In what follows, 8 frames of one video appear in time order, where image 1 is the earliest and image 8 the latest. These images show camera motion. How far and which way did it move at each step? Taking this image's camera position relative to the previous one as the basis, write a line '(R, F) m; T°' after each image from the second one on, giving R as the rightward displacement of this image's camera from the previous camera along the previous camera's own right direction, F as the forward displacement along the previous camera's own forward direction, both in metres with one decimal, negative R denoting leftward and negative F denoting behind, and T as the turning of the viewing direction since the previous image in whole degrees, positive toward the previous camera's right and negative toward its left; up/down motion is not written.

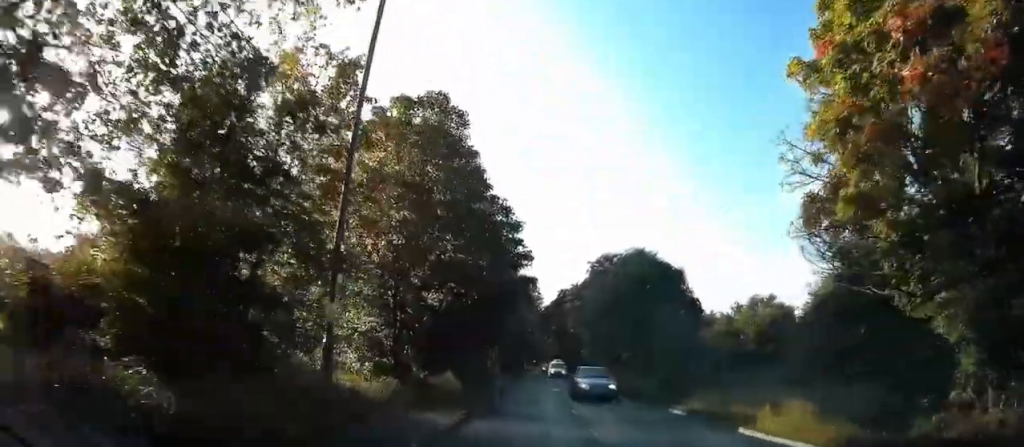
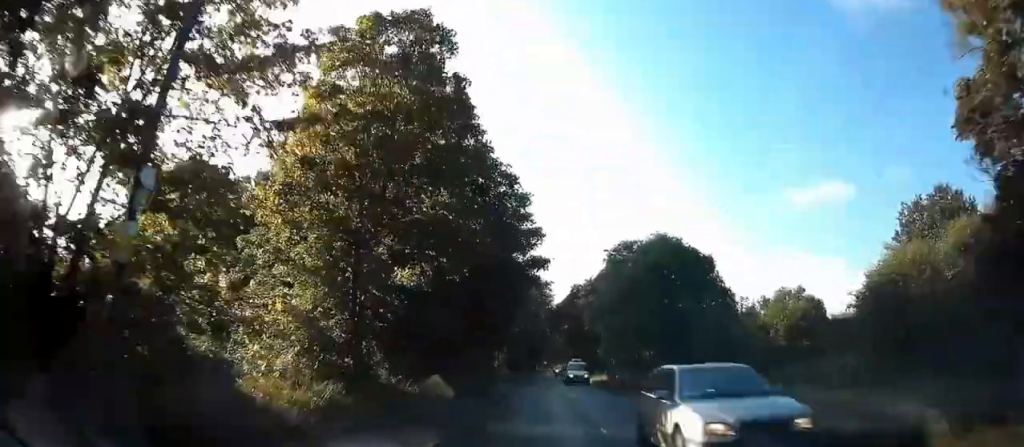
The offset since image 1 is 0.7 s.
(-0.2, +5.1) m; -2°
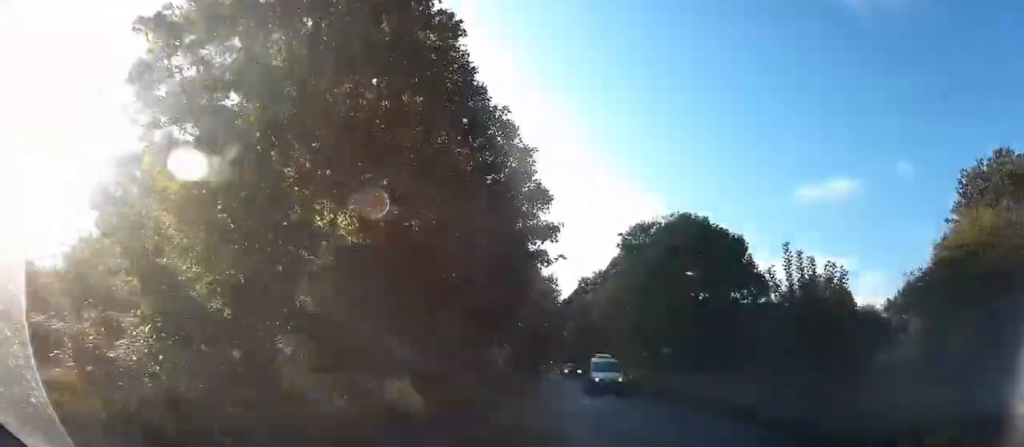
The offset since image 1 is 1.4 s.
(0.0, +5.3) m; 0°
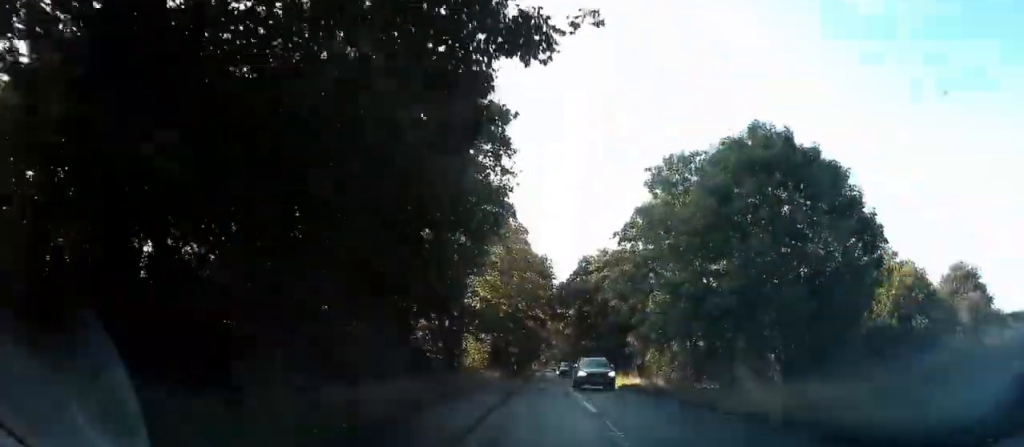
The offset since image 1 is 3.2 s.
(-0.1, +13.2) m; -1°
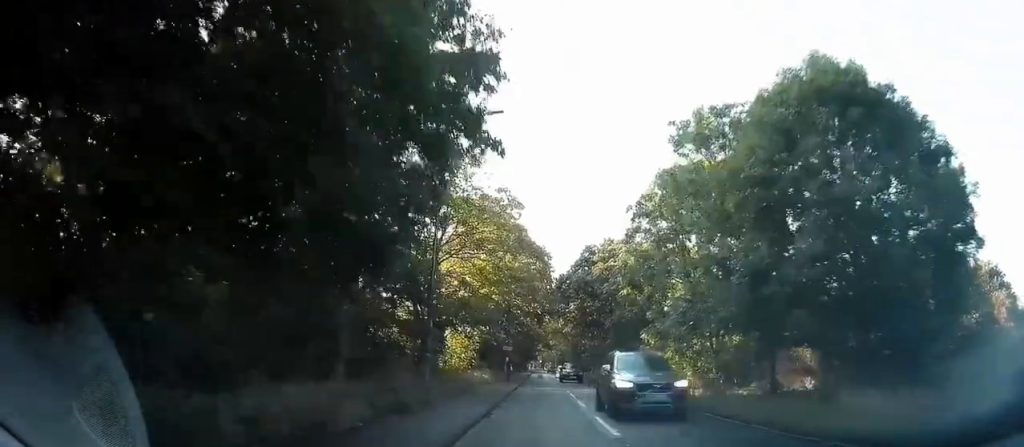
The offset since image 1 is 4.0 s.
(0.0, +5.6) m; 0°
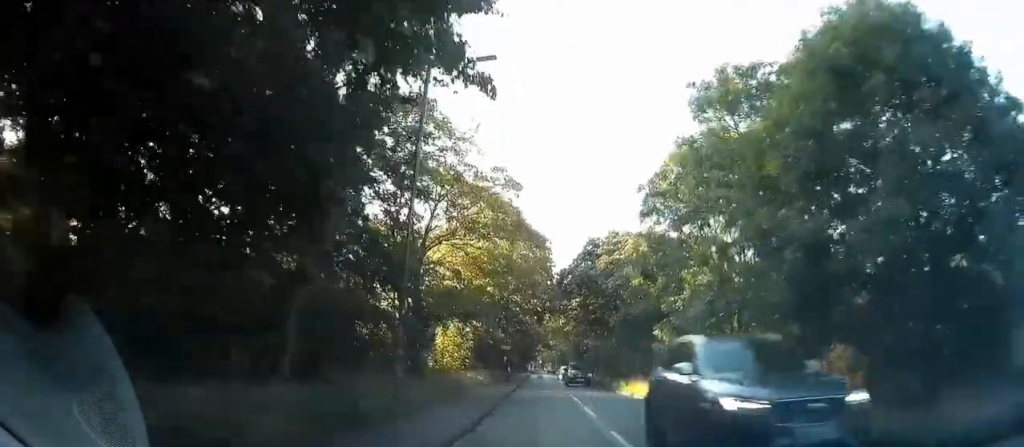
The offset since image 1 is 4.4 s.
(0.0, +3.1) m; 0°
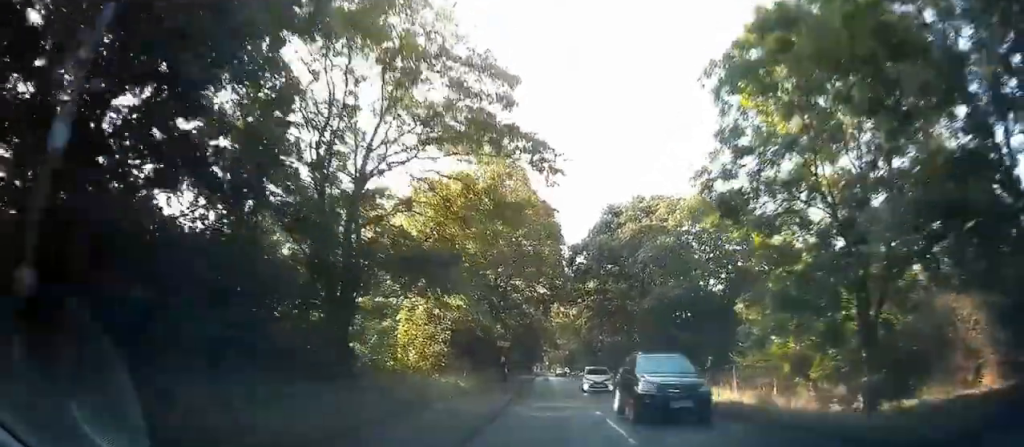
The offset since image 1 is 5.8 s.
(-0.1, +9.7) m; 0°
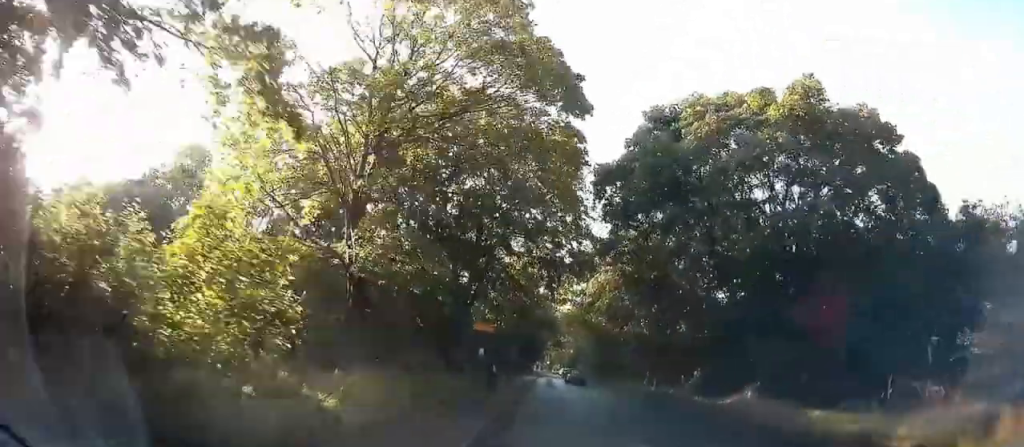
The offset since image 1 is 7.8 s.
(+0.1, +14.0) m; +1°
